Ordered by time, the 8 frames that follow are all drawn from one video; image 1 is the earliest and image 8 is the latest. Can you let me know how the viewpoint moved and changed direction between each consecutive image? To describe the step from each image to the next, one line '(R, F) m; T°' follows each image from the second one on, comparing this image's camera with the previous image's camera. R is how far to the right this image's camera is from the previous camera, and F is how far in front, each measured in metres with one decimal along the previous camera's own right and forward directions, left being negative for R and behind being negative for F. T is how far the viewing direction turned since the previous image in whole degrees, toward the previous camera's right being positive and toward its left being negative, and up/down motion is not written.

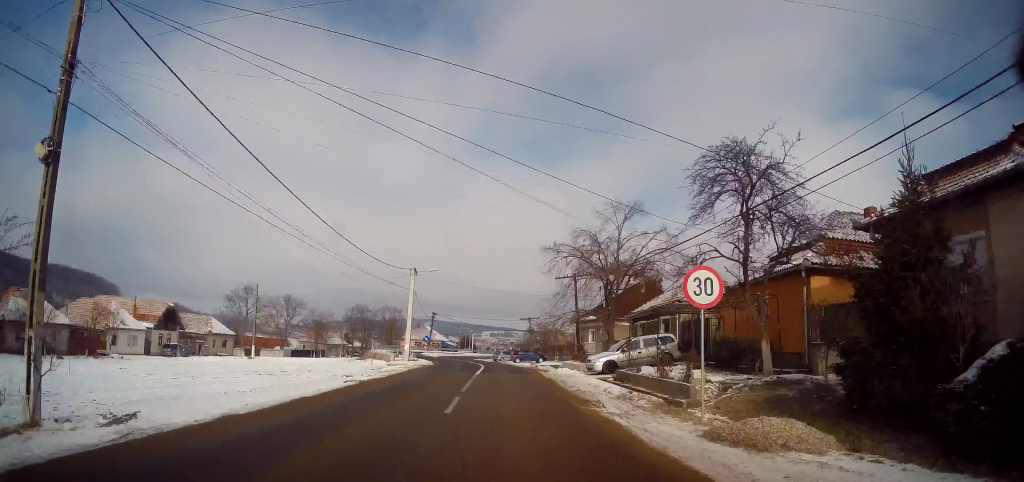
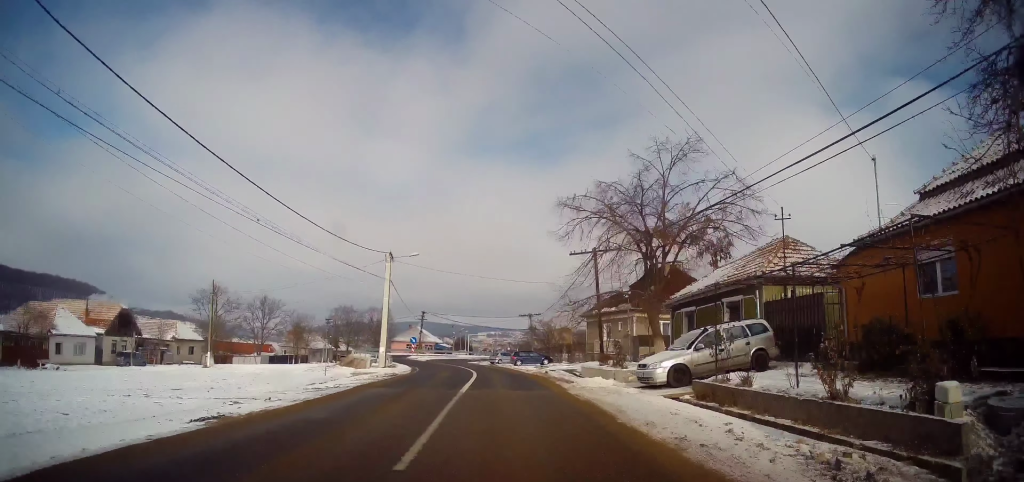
(+0.2, +8.9) m; 0°
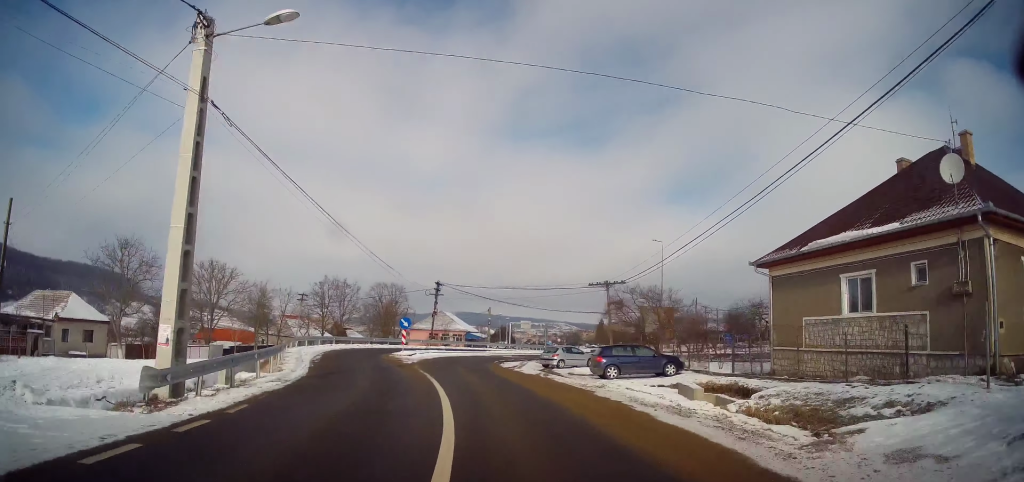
(-0.8, +28.8) m; -5°
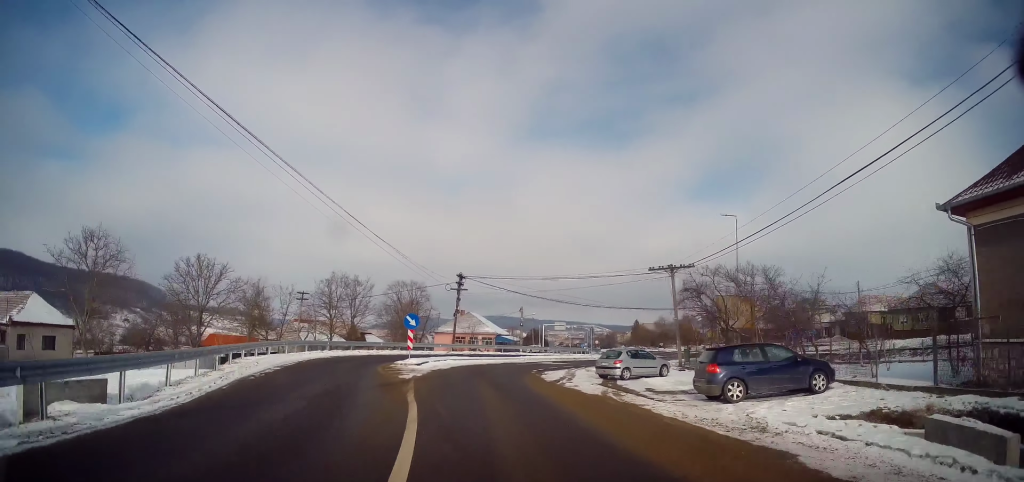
(-0.3, +9.5) m; -2°
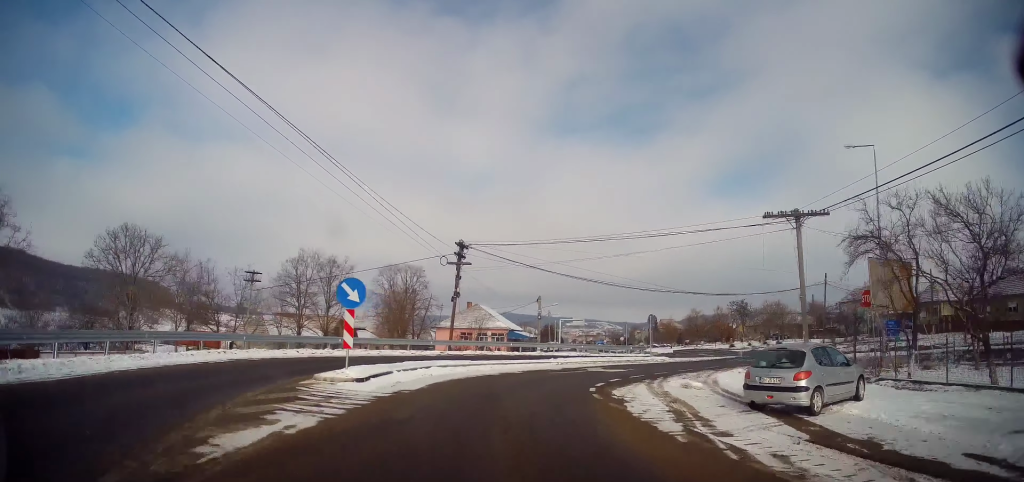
(0.0, +14.3) m; +1°
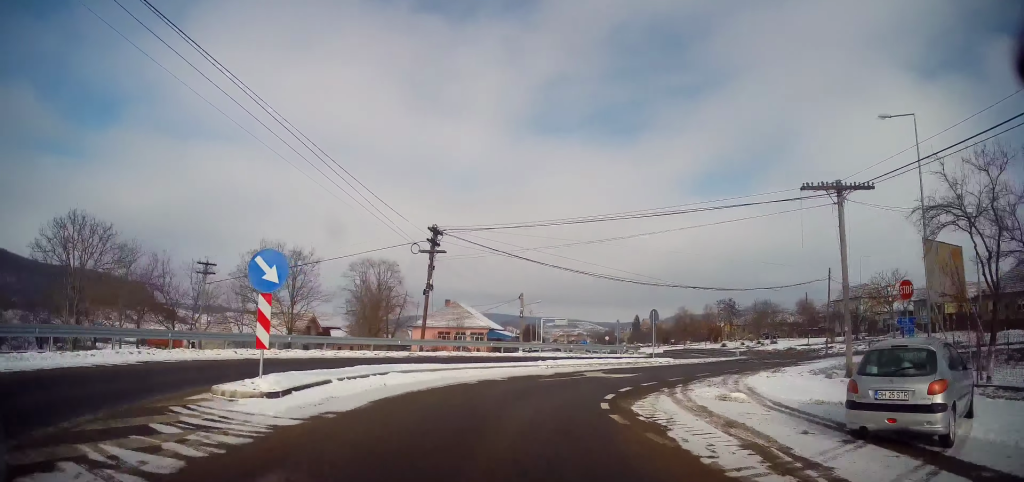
(0.0, +4.3) m; +1°
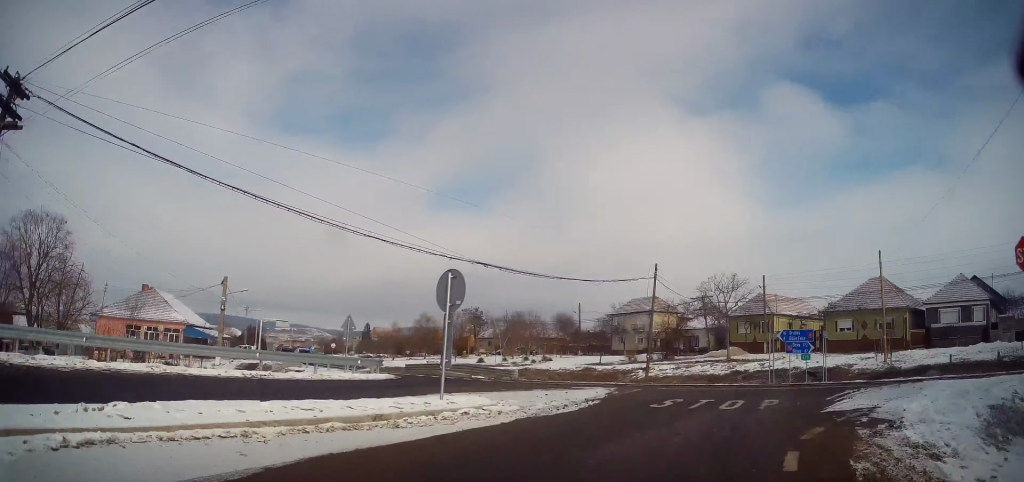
(+3.0, +17.2) m; +30°
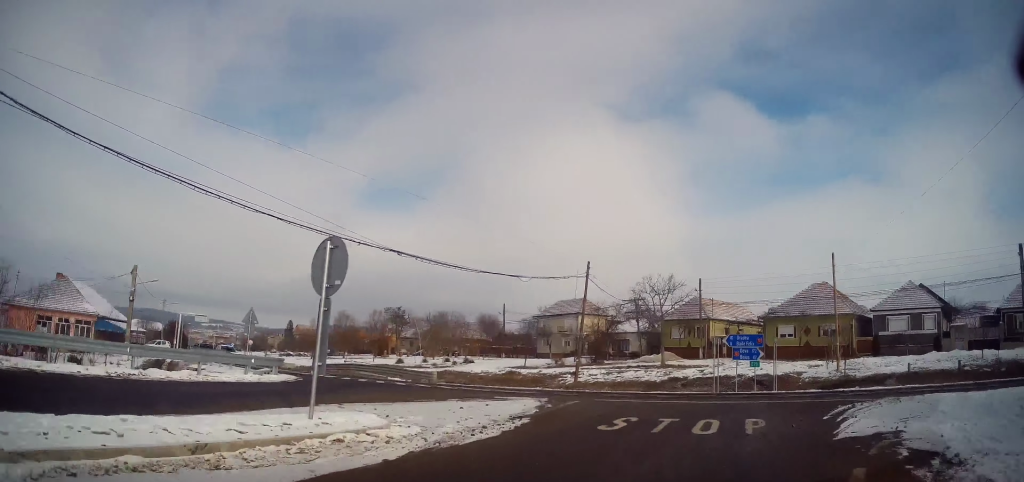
(+0.2, +2.8) m; +7°
